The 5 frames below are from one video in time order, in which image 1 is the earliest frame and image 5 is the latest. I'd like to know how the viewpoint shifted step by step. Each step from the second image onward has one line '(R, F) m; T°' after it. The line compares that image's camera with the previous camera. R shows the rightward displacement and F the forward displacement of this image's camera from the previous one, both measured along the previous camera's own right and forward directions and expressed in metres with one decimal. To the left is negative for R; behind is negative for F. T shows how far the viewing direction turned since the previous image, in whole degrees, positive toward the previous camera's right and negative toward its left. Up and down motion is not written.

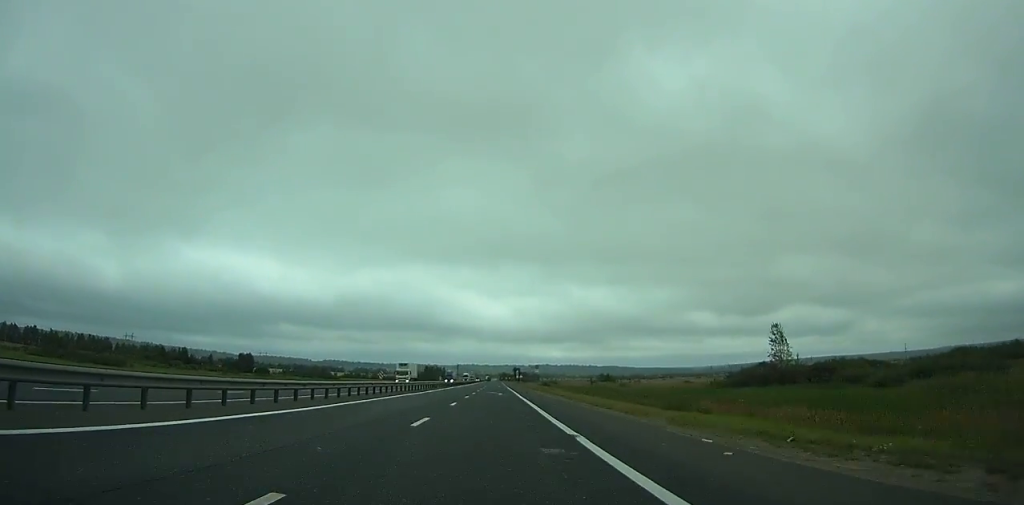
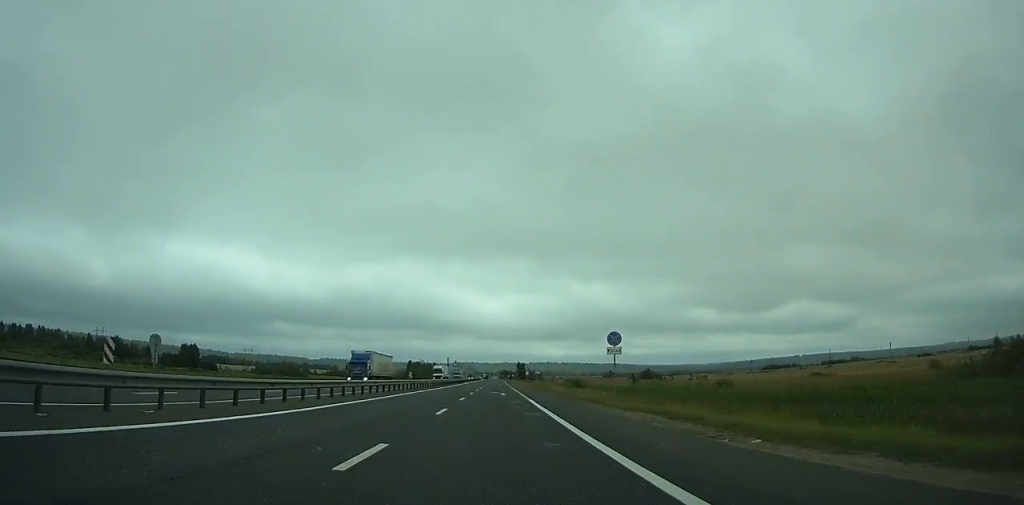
(-0.1, +67.8) m; 0°
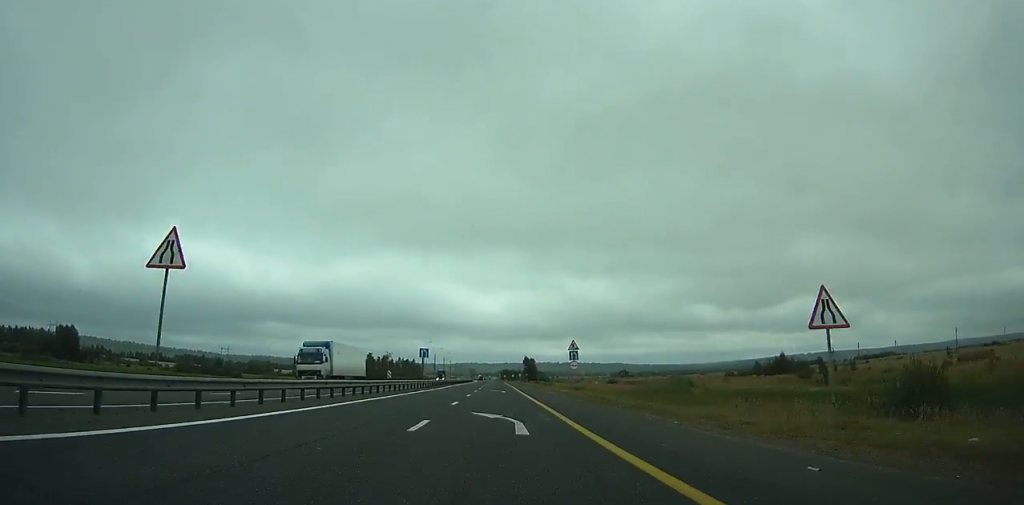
(+0.1, +90.7) m; 0°
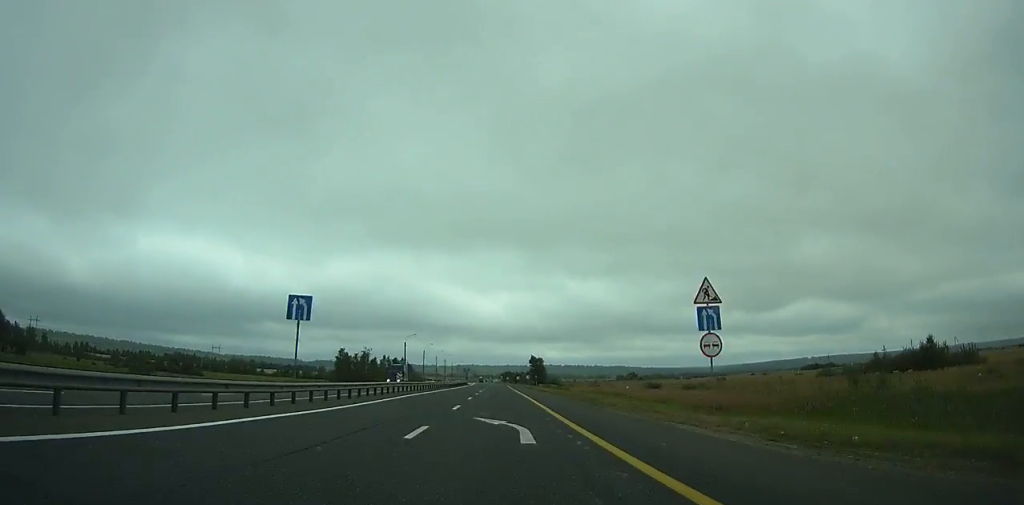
(+0.1, +36.1) m; 0°
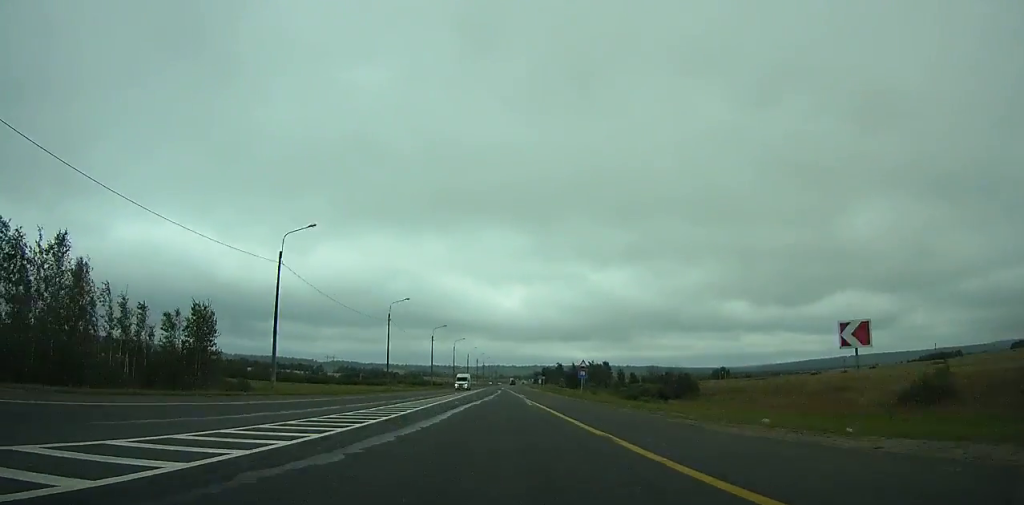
(-3.6, +207.2) m; -2°
